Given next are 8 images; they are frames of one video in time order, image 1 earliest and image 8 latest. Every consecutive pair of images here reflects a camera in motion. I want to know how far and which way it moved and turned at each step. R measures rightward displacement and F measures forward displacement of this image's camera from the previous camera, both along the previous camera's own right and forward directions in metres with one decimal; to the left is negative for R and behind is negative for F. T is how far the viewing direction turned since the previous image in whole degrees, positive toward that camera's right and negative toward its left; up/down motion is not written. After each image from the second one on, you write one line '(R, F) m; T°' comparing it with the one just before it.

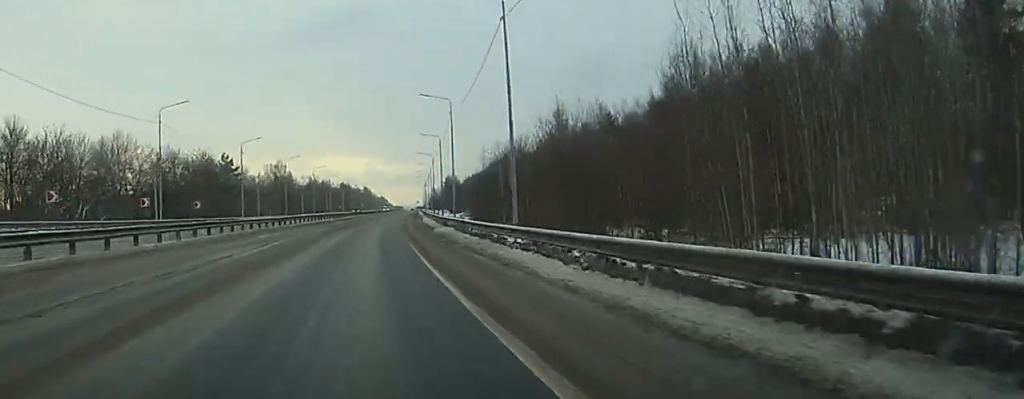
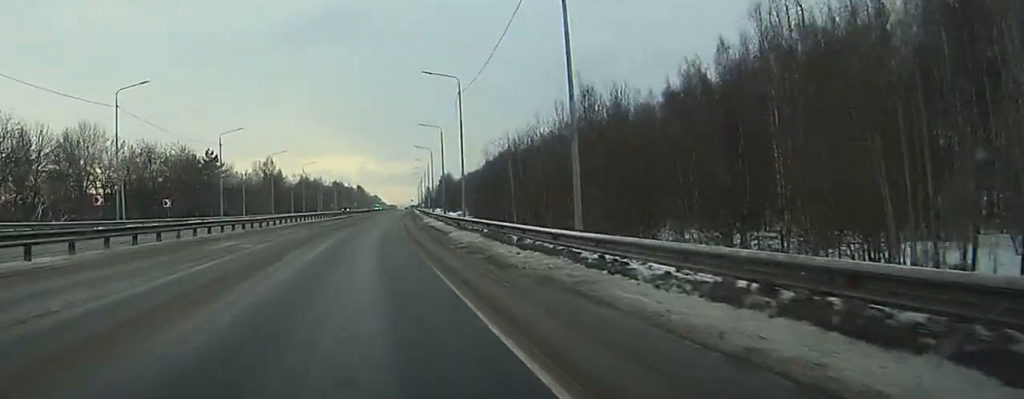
(0.0, +12.1) m; +1°
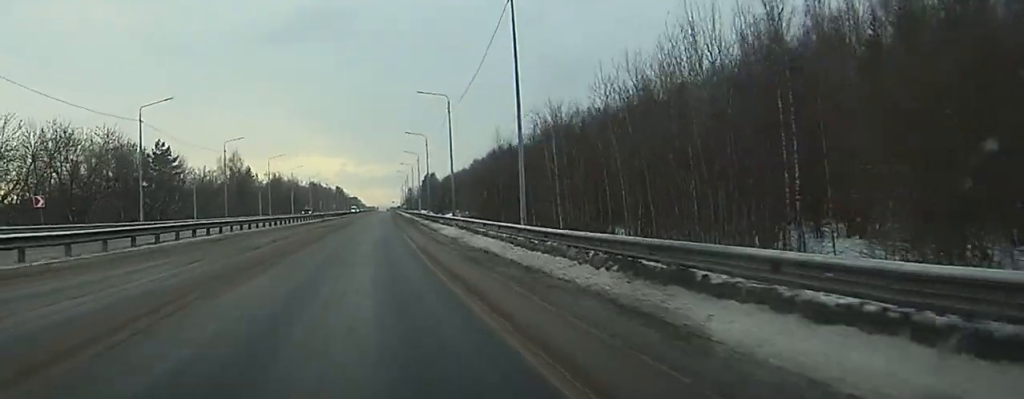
(+0.9, +29.8) m; +1°
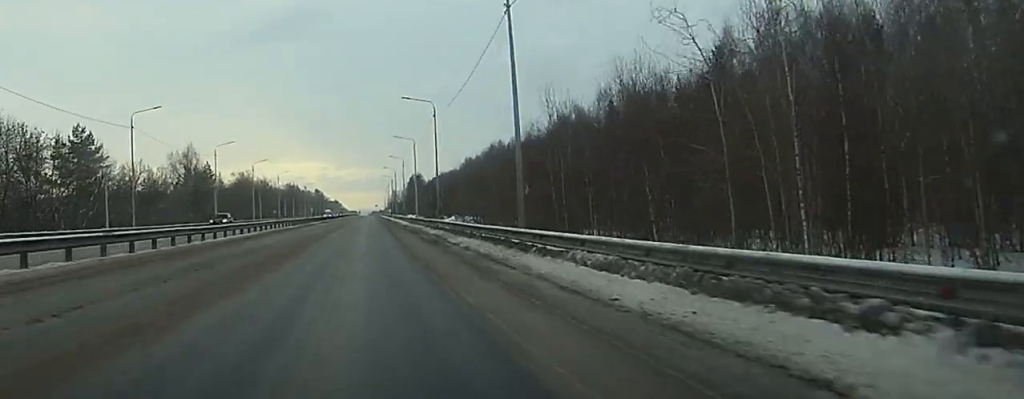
(-0.3, +39.5) m; 0°
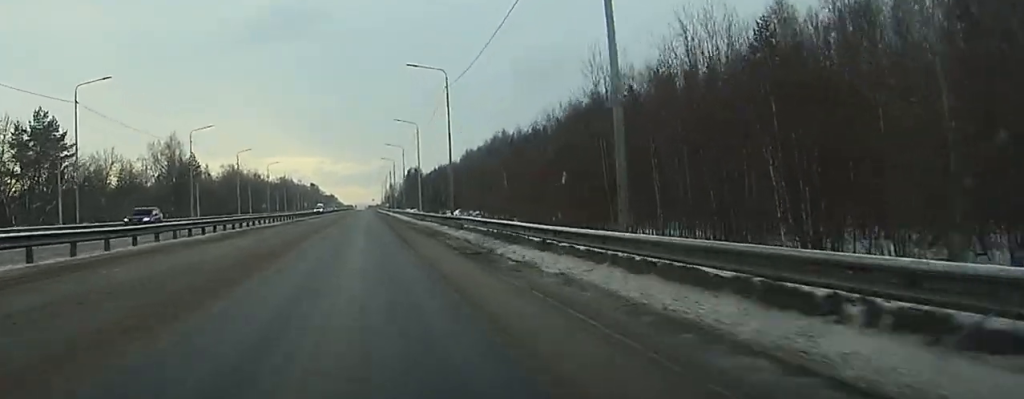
(0.0, +14.6) m; 0°
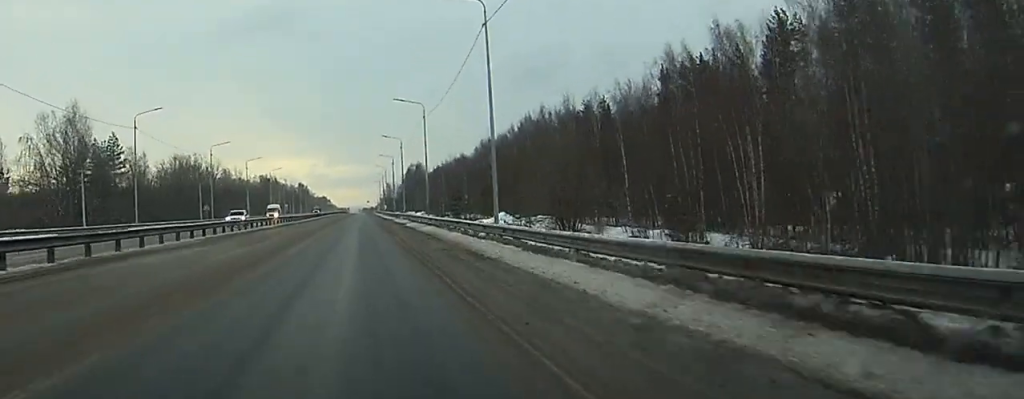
(+0.5, +61.2) m; +1°
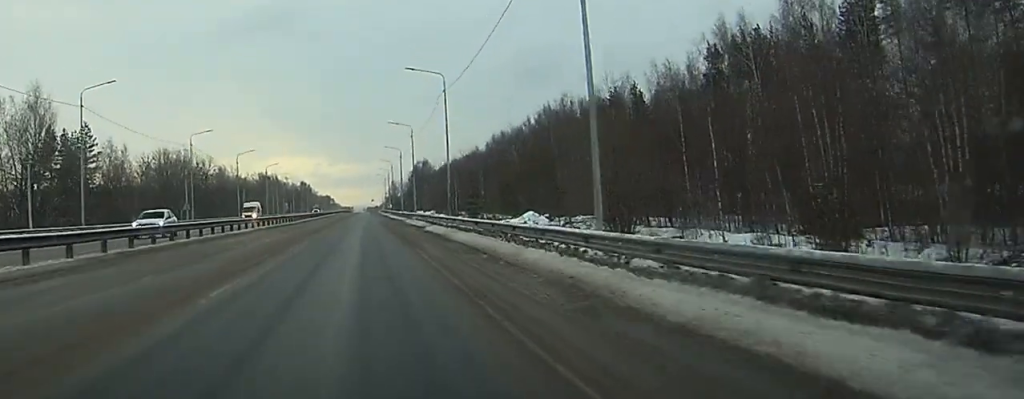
(+0.2, +16.9) m; 0°
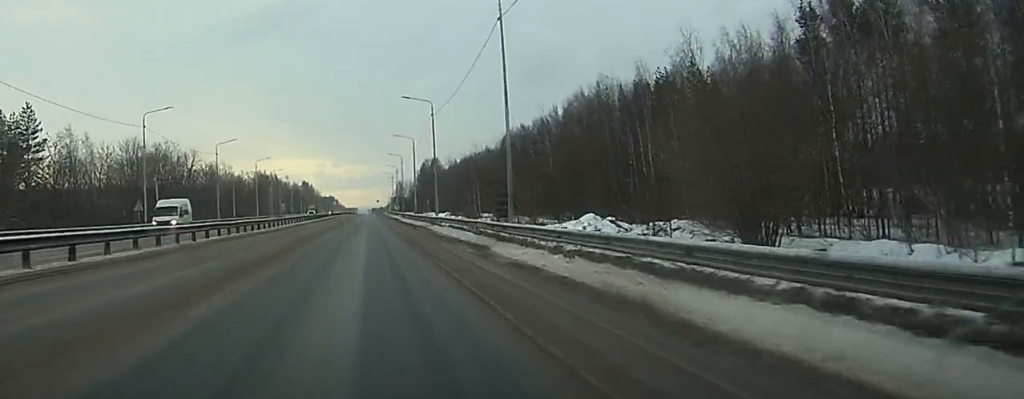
(-0.2, +24.6) m; 0°
